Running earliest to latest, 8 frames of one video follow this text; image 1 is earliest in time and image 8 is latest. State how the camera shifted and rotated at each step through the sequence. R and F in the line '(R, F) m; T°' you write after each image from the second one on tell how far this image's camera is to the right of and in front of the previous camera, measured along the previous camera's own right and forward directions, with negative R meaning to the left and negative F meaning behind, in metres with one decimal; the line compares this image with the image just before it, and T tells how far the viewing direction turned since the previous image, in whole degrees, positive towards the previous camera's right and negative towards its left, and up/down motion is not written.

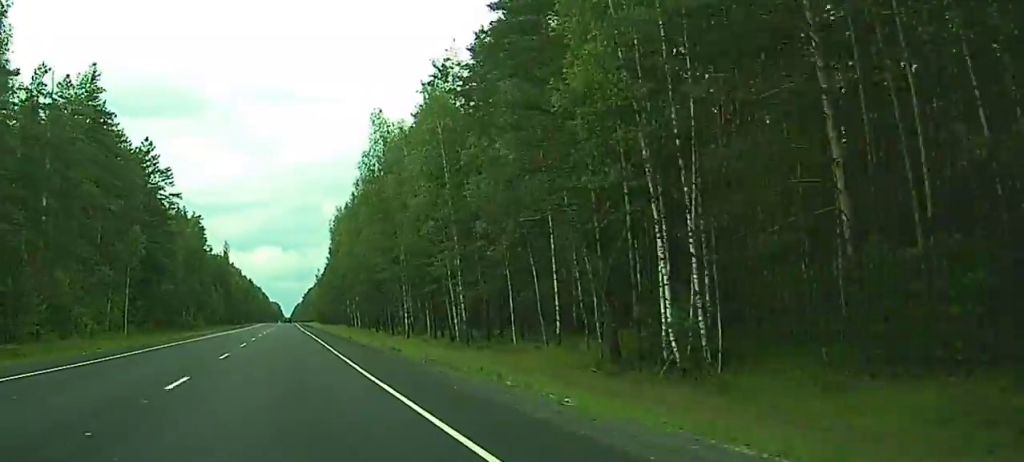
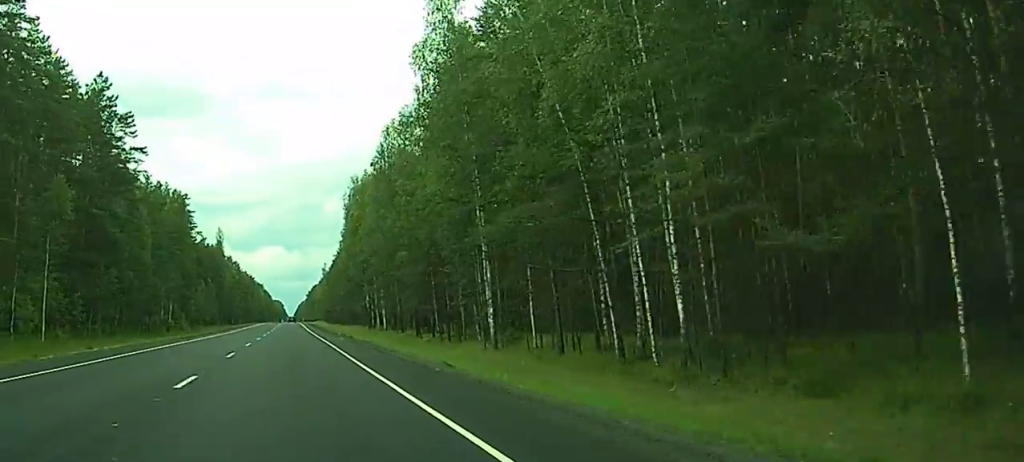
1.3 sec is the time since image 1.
(-0.1, +35.9) m; 0°
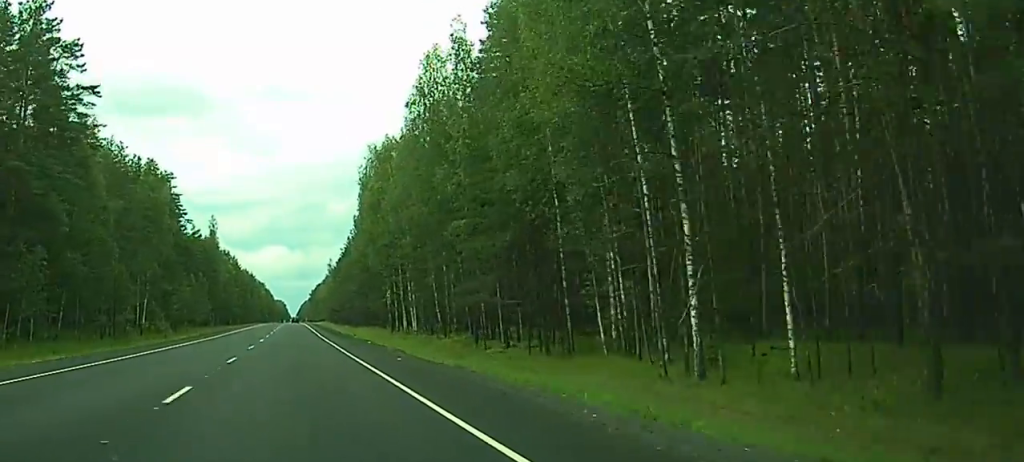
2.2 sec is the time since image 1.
(-0.1, +26.5) m; 0°
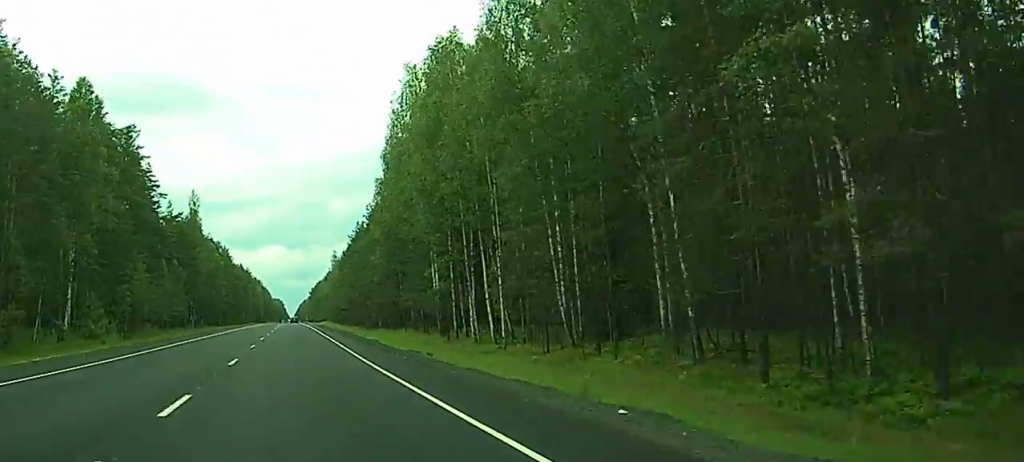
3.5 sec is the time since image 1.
(+0.1, +37.8) m; 0°
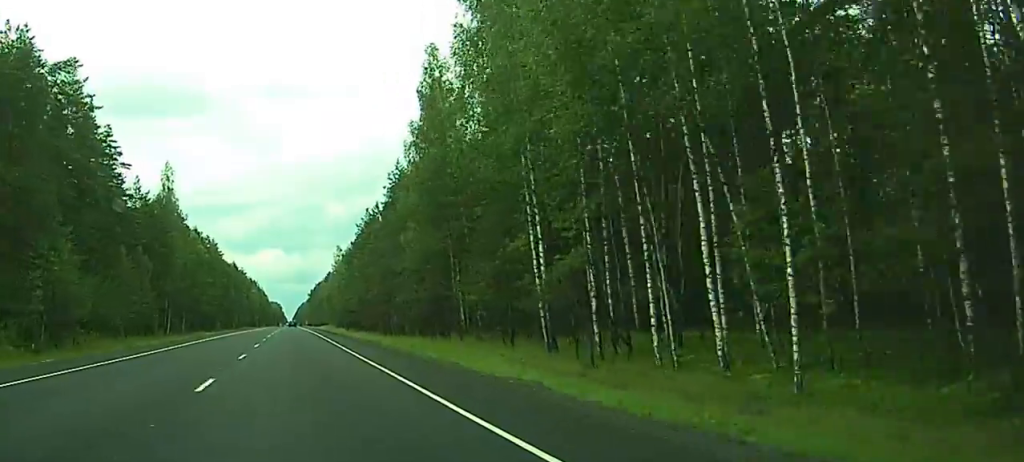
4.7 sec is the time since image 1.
(0.0, +32.1) m; 0°
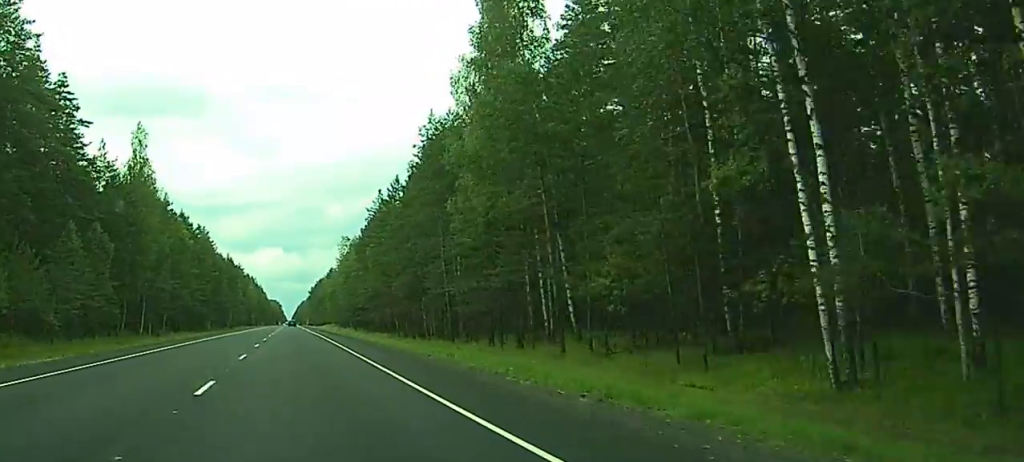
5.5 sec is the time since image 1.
(0.0, +24.5) m; 0°
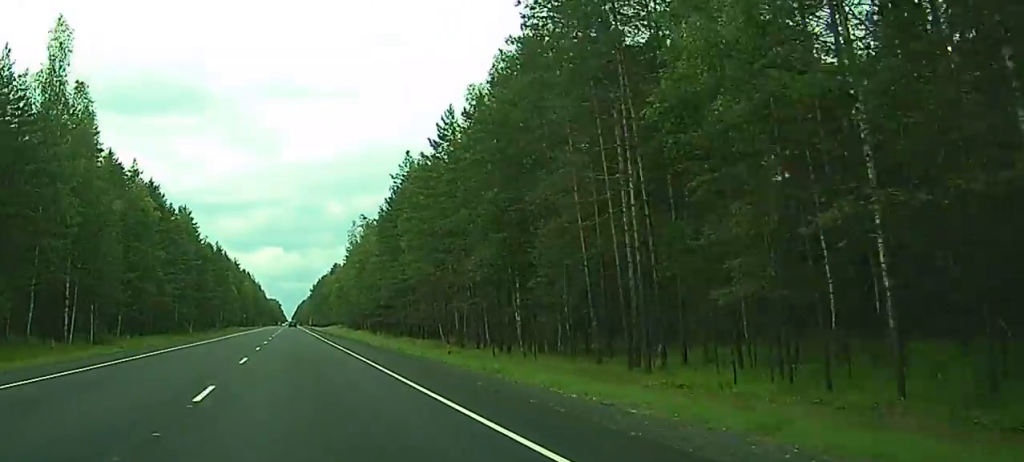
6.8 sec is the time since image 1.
(-0.1, +36.7) m; 0°
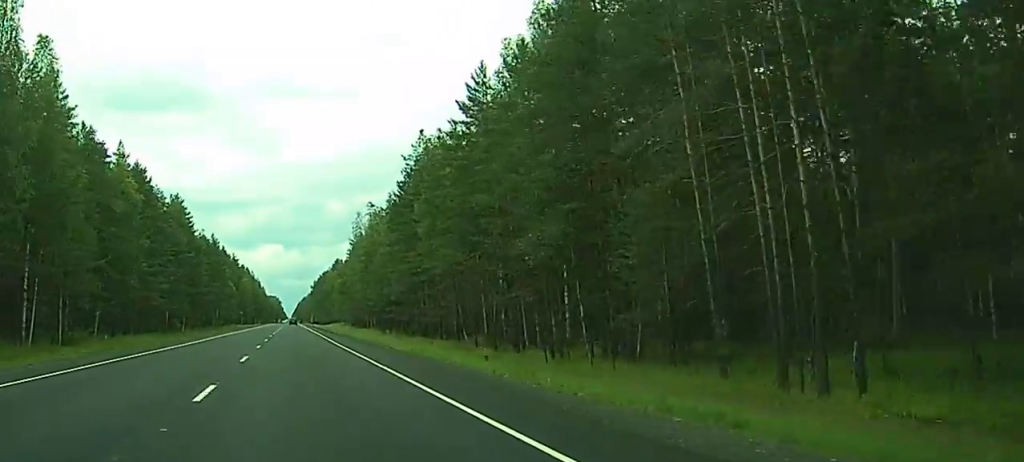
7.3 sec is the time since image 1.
(-0.1, +12.2) m; 0°
